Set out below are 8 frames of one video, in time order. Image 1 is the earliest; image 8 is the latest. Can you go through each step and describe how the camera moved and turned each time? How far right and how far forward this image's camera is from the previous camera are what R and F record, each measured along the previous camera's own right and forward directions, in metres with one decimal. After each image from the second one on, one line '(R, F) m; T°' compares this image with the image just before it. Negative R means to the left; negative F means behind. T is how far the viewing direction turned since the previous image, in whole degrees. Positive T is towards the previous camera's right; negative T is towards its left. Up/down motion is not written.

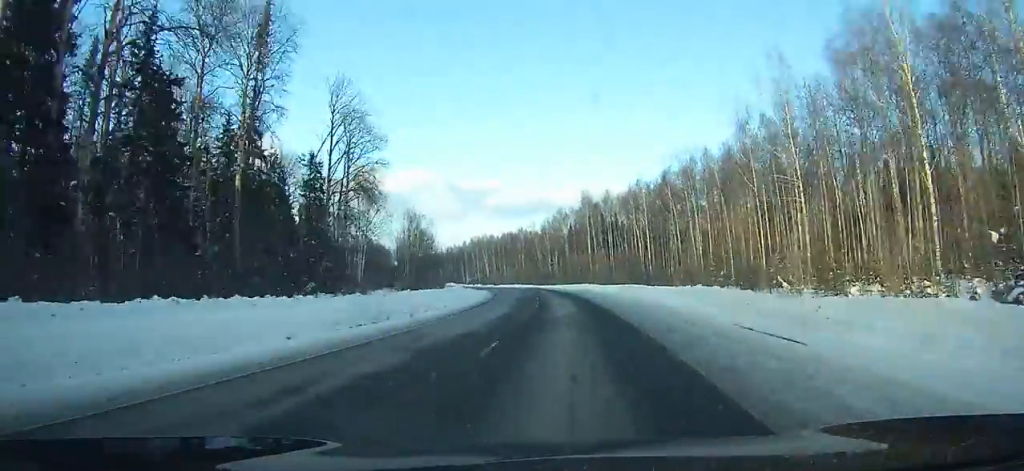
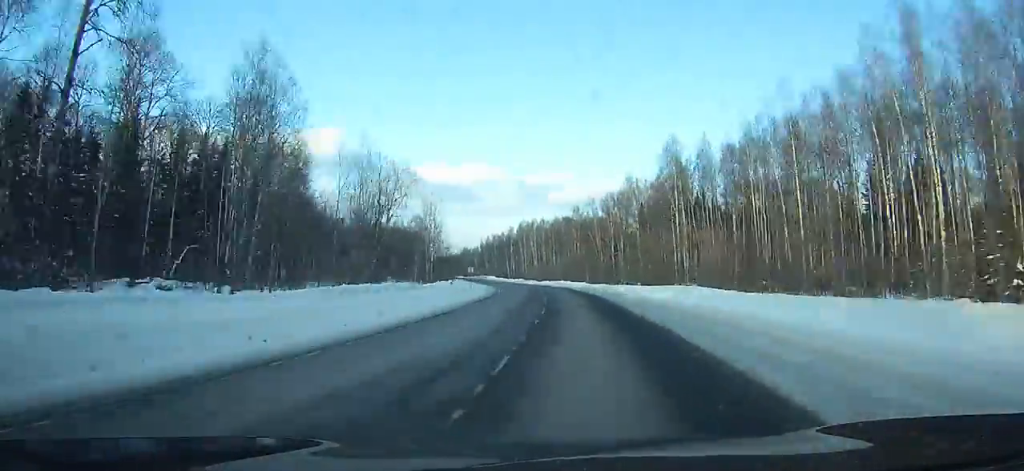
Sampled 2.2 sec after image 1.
(-2.9, +51.7) m; -6°
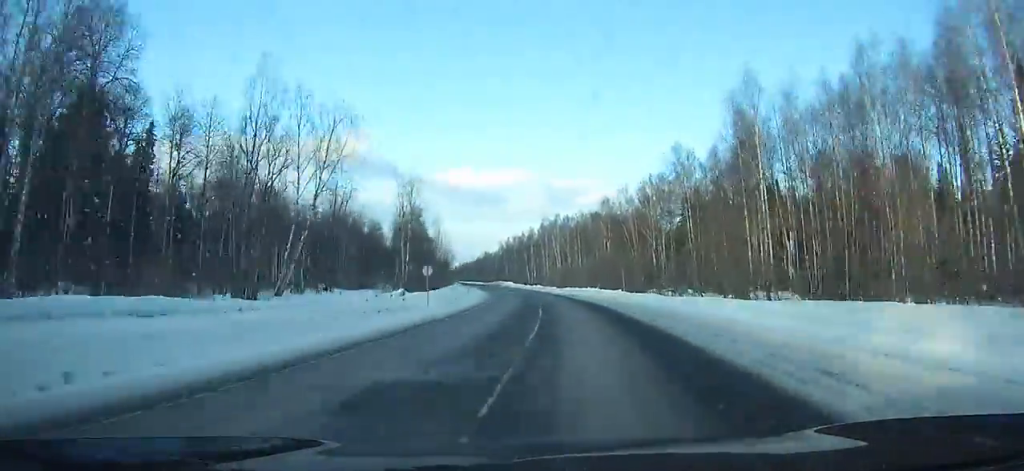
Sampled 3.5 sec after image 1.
(+0.2, +30.5) m; -4°
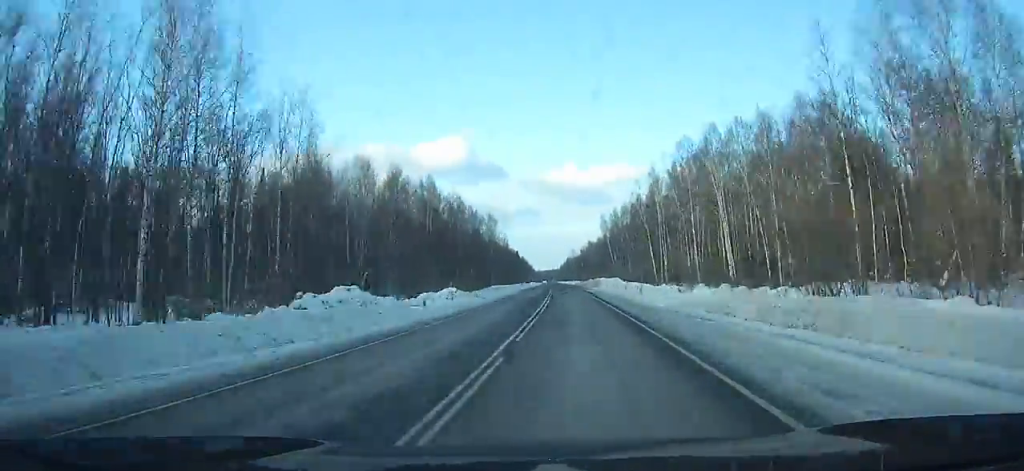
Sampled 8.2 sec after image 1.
(-11.1, +109.2) m; -9°
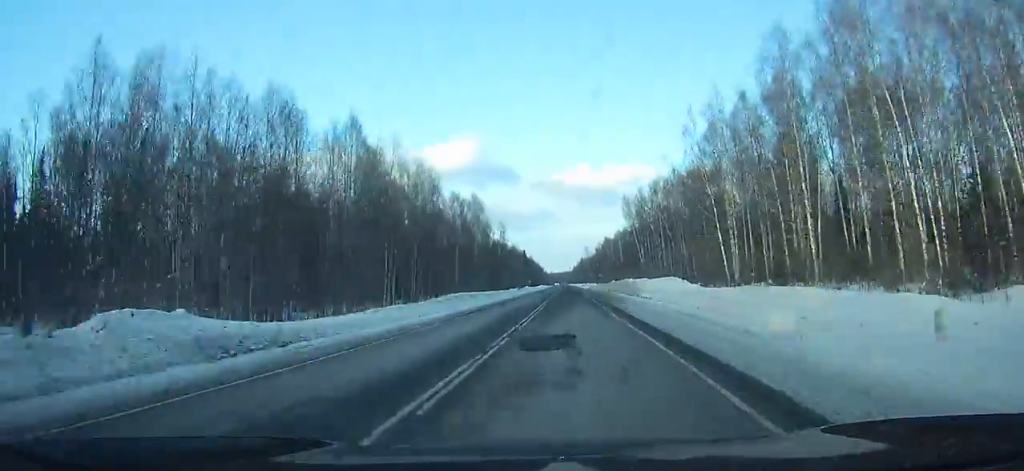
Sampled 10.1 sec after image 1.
(-0.8, +44.8) m; -2°
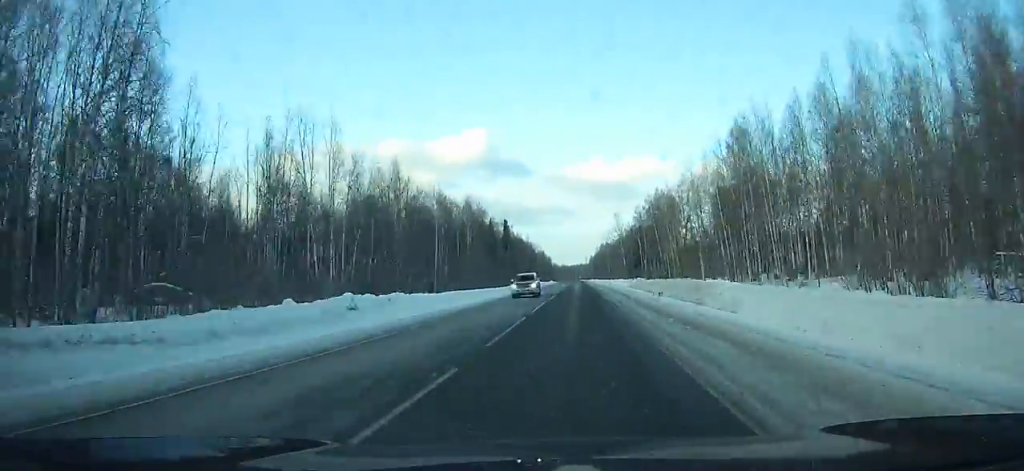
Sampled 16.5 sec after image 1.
(-3.4, +154.3) m; -1°
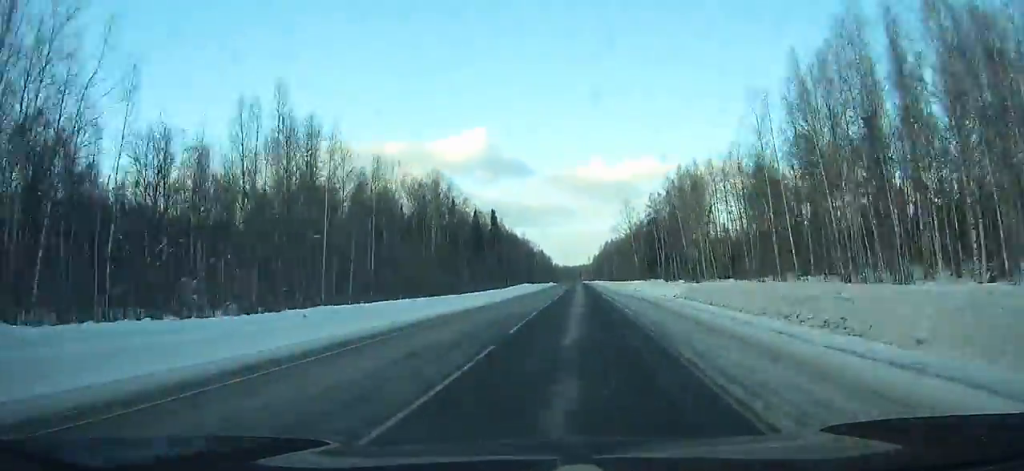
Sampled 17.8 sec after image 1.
(0.0, +31.6) m; 0°
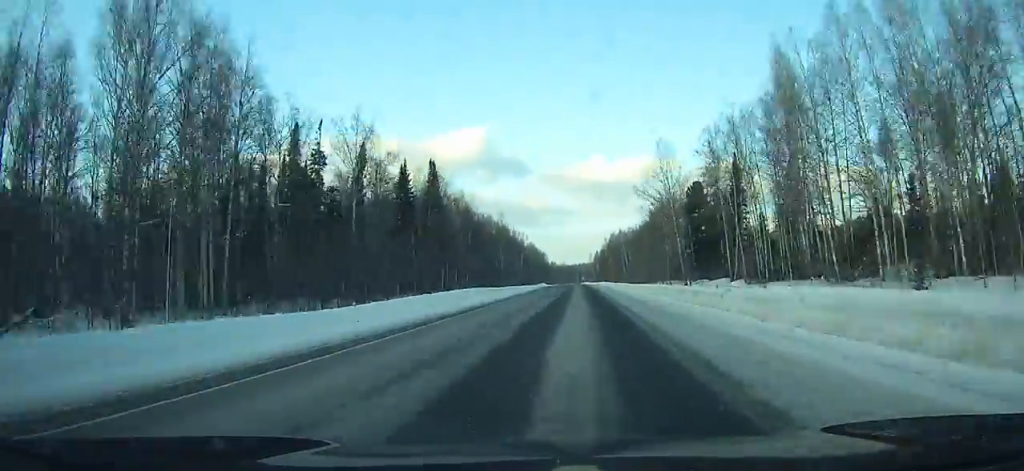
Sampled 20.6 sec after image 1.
(+0.1, +68.1) m; 0°
